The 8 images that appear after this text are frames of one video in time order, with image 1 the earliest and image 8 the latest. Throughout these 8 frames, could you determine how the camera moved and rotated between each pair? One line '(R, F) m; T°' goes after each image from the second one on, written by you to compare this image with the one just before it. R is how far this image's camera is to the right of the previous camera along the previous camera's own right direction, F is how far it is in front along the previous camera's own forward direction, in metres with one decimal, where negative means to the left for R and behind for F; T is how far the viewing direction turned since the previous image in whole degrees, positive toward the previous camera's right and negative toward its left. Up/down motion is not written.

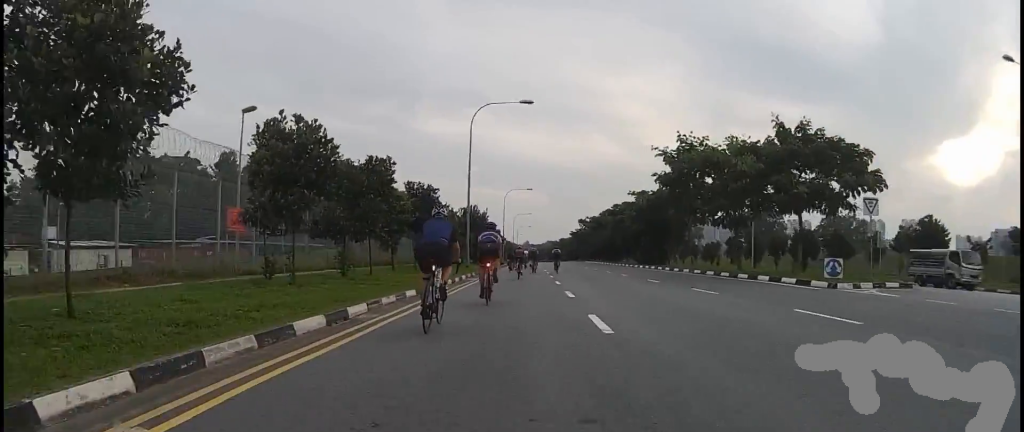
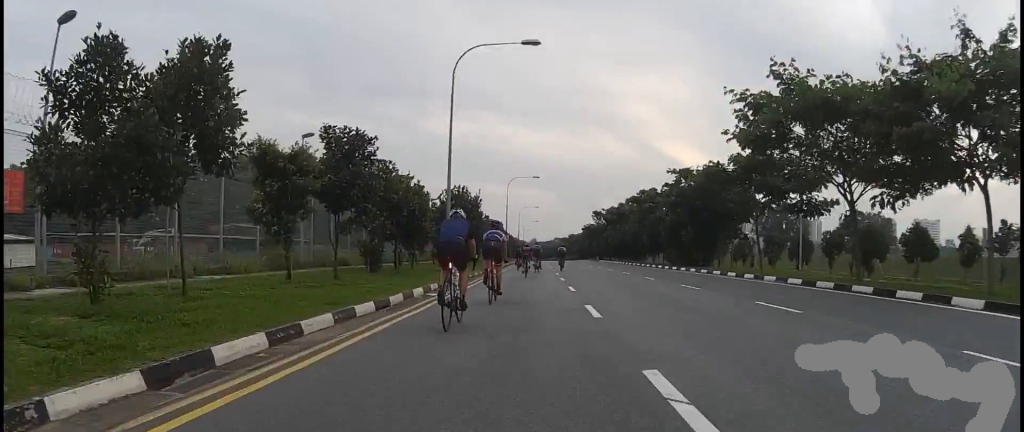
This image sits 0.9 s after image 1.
(0.0, +10.0) m; 0°
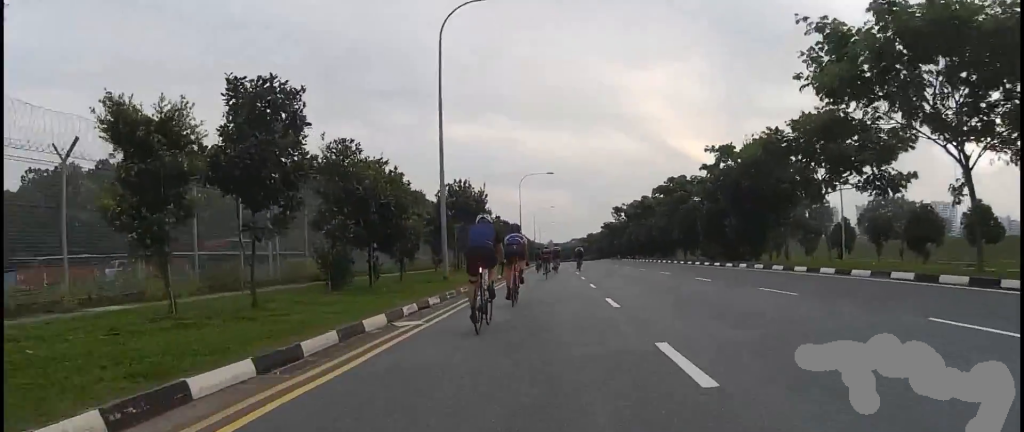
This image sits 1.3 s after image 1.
(0.0, +4.8) m; 0°
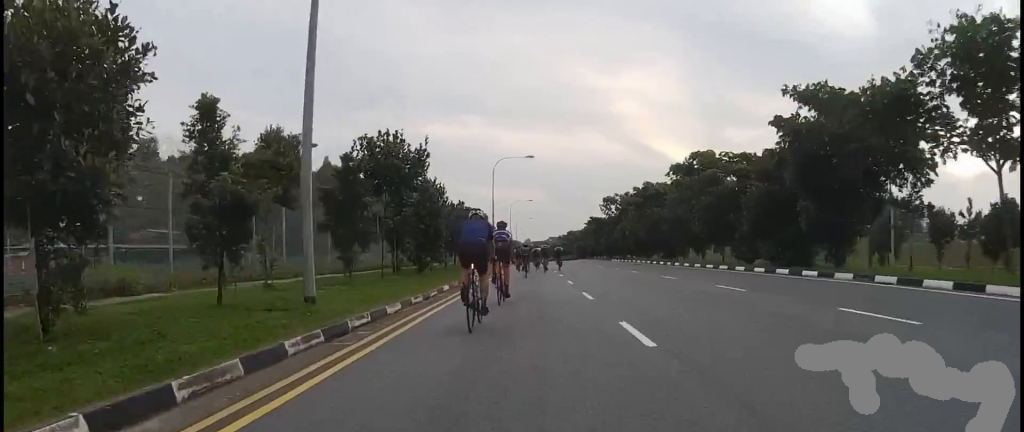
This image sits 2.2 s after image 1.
(0.0, +10.1) m; 0°
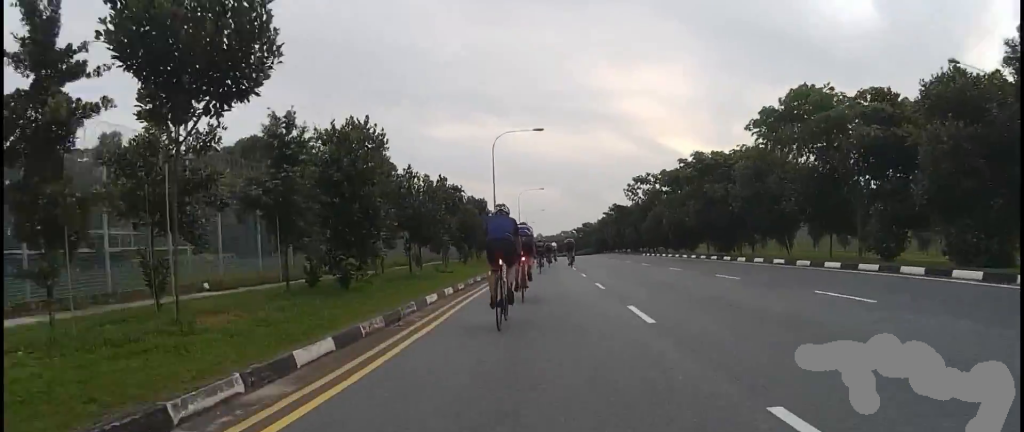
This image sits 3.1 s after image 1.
(0.0, +10.1) m; 0°
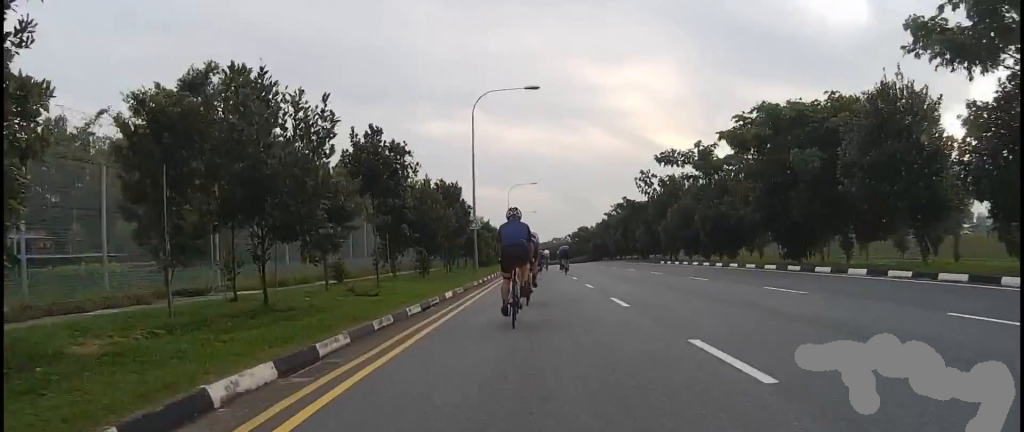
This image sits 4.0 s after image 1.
(0.0, +9.7) m; 0°
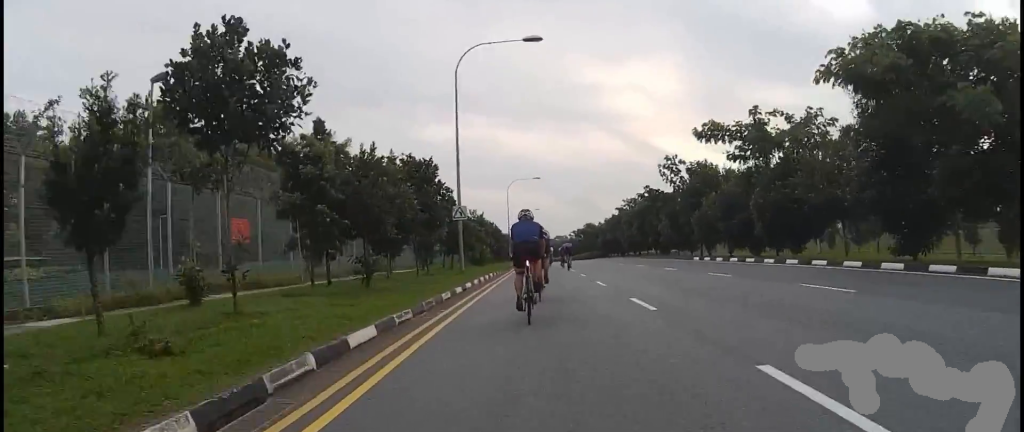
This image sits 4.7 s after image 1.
(0.0, +7.6) m; 0°
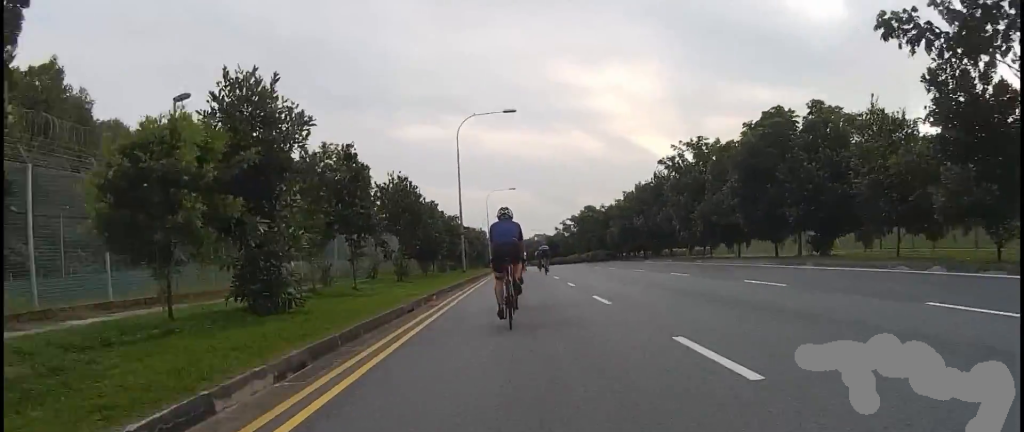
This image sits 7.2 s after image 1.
(+1.5, +29.4) m; +3°
